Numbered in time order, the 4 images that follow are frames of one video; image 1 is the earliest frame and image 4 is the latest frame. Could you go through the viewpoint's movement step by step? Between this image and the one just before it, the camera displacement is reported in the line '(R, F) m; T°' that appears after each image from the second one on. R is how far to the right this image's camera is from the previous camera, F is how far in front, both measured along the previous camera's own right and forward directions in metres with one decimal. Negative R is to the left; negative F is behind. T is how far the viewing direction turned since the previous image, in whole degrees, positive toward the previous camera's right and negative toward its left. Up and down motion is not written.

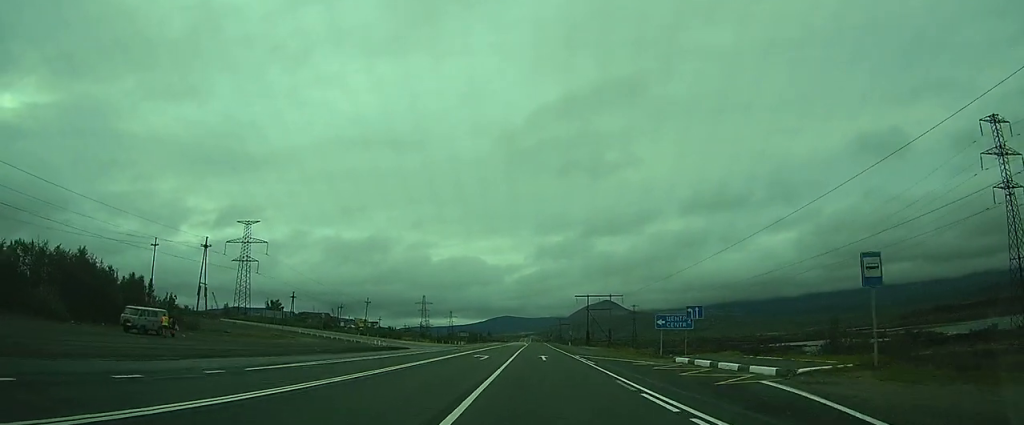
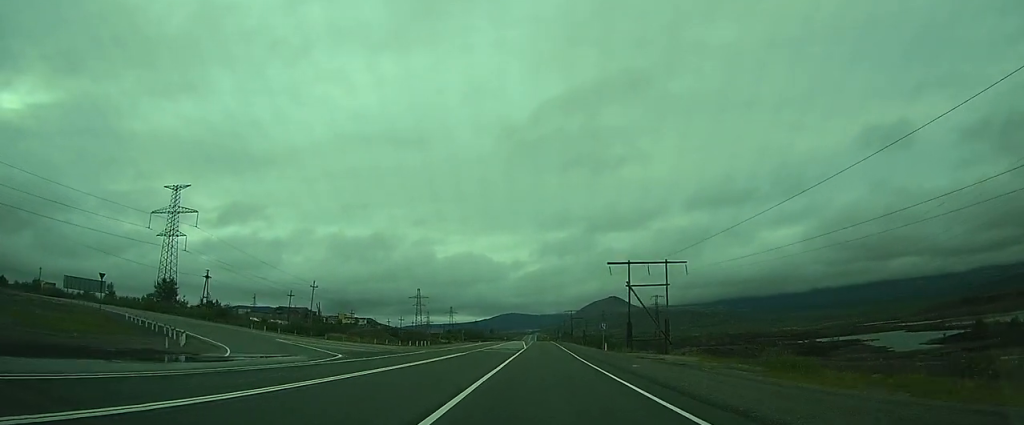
(+0.7, +48.7) m; +2°
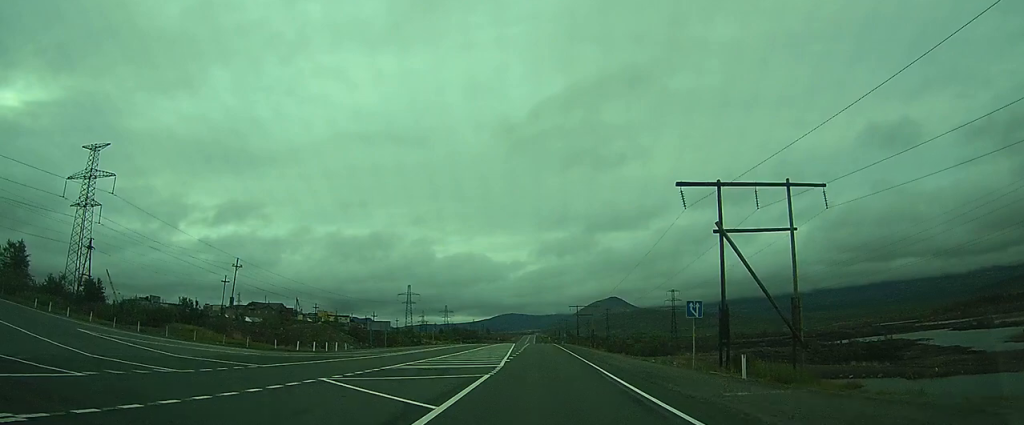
(-0.3, +35.5) m; -1°
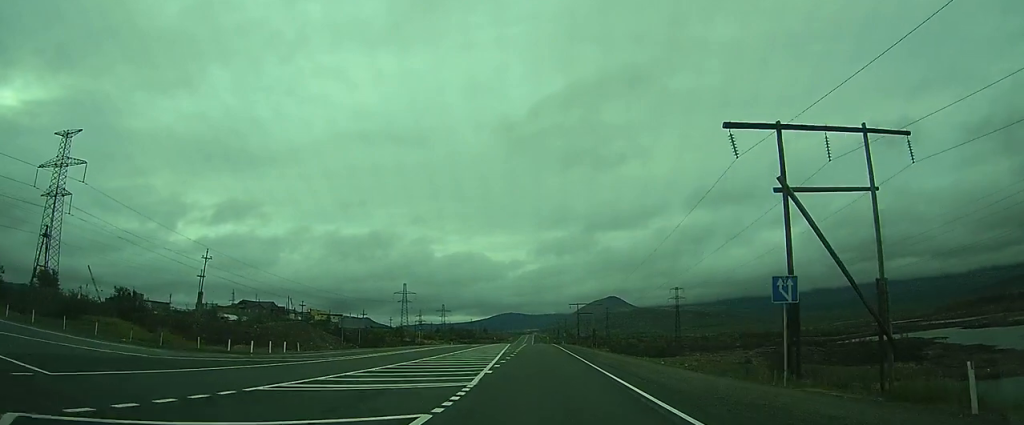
(-0.2, +9.4) m; 0°
